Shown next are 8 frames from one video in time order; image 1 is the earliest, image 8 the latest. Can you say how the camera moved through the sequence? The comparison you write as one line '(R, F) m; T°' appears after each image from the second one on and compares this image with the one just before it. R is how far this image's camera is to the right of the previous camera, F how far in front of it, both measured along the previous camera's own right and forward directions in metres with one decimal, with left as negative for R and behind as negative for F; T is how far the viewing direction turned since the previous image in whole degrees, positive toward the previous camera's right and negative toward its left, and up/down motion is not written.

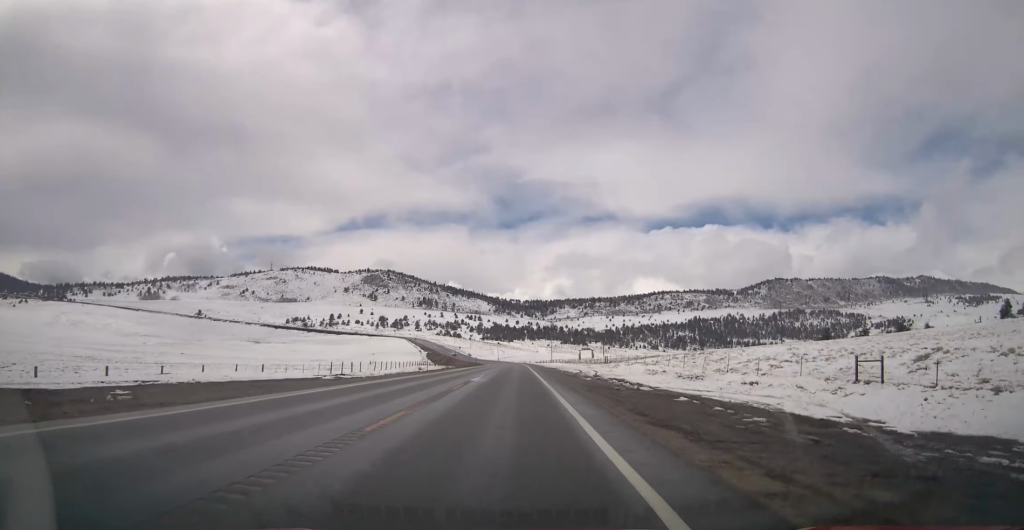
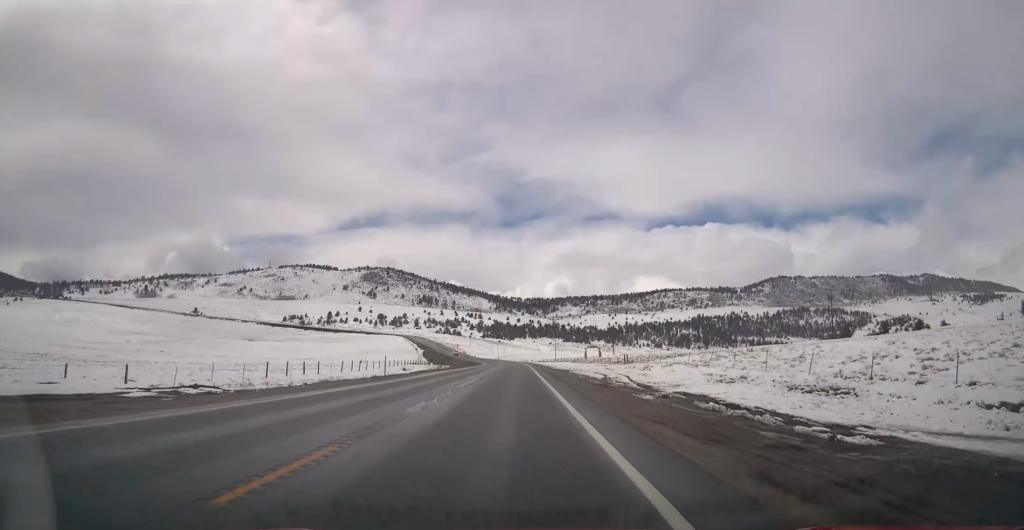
(-0.2, +17.2) m; 0°
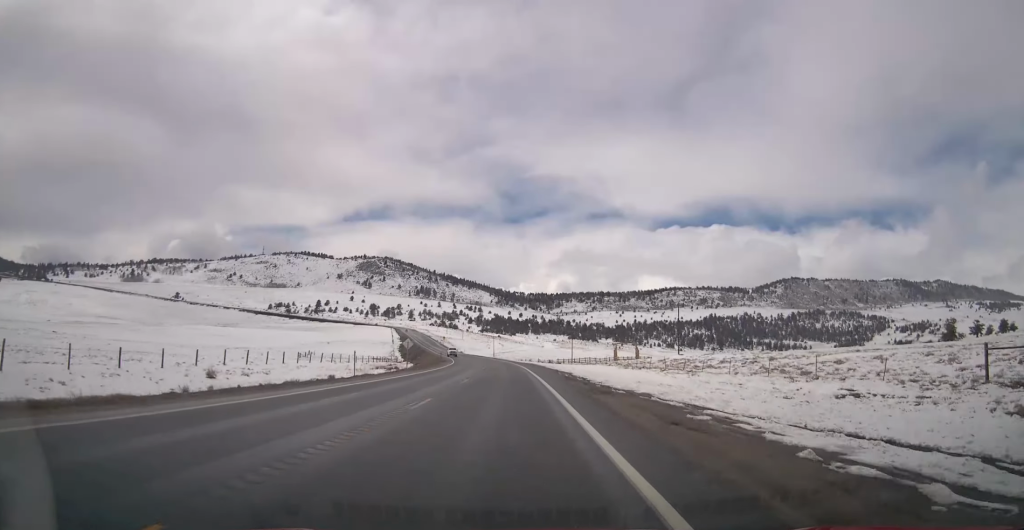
(0.0, +65.0) m; -1°
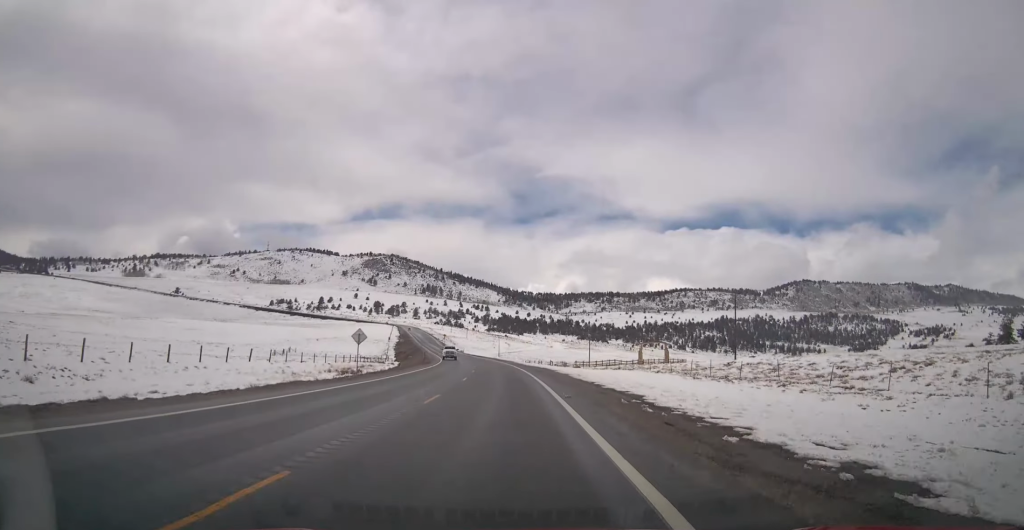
(+0.1, +22.2) m; 0°
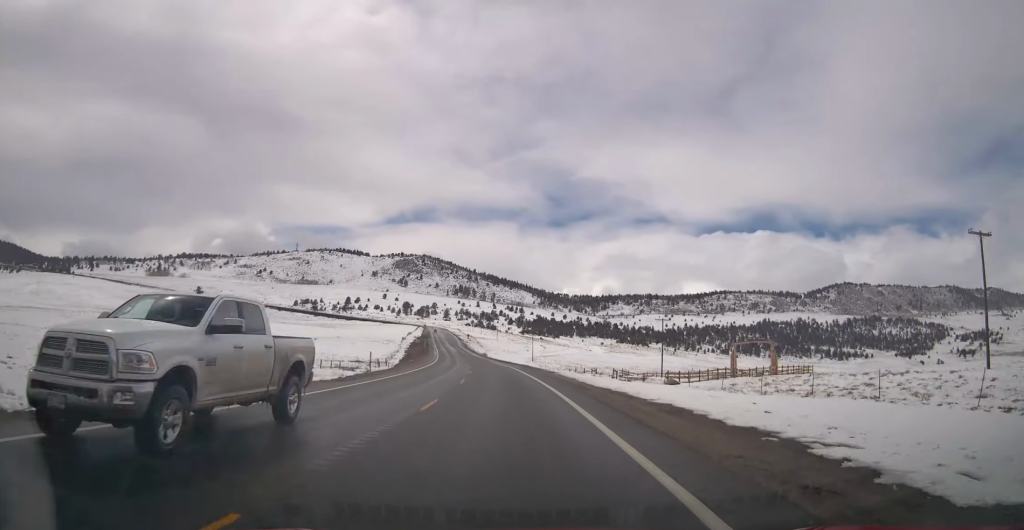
(-0.6, +37.3) m; -2°
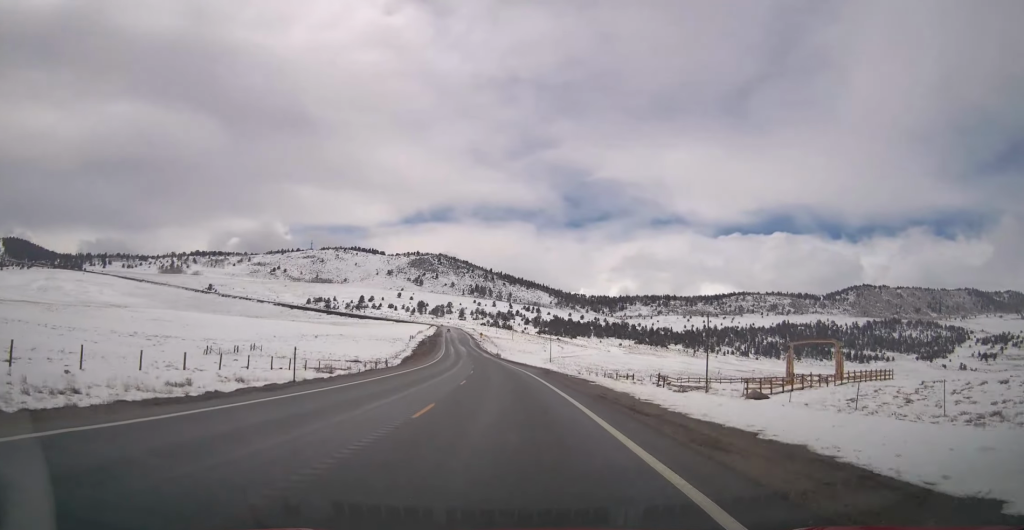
(+0.1, +14.2) m; -1°
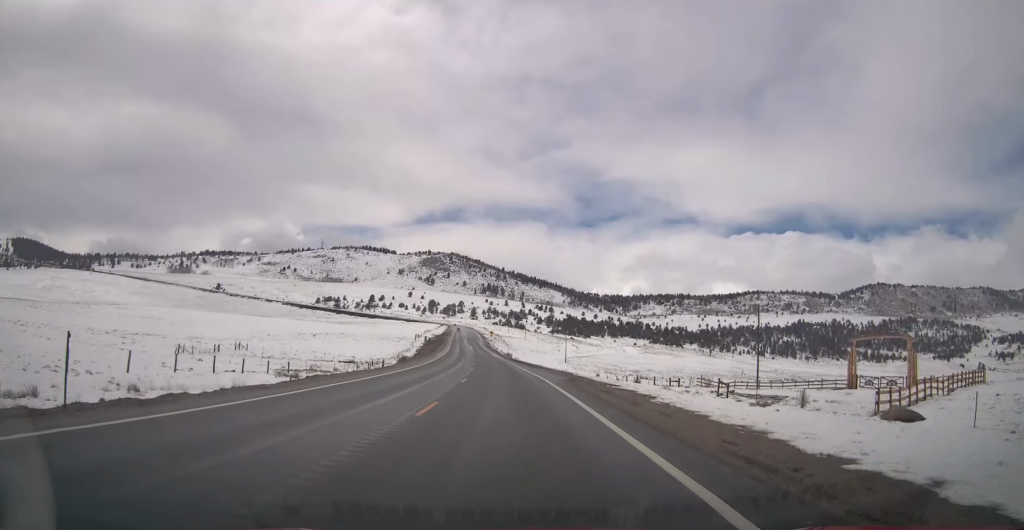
(-0.3, +12.2) m; -1°
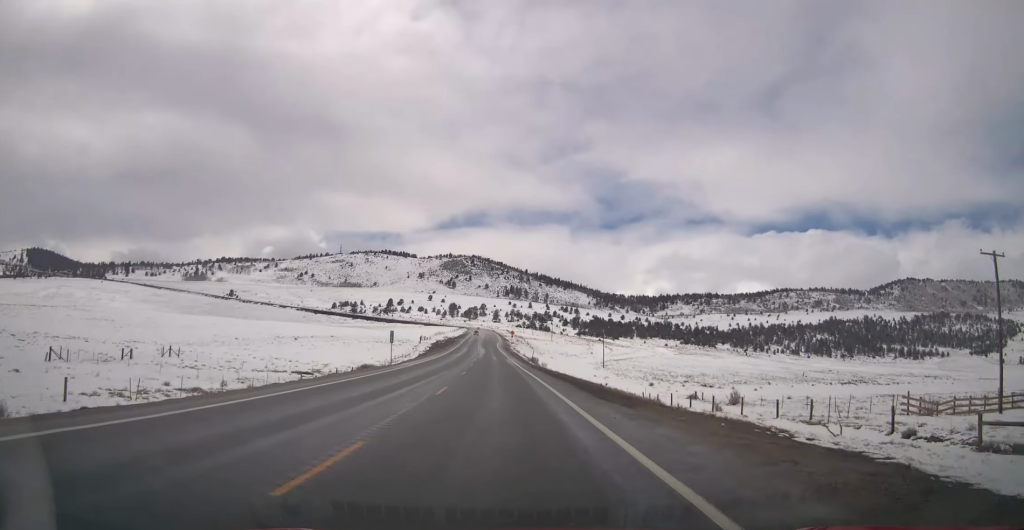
(-0.9, +30.4) m; -3°
